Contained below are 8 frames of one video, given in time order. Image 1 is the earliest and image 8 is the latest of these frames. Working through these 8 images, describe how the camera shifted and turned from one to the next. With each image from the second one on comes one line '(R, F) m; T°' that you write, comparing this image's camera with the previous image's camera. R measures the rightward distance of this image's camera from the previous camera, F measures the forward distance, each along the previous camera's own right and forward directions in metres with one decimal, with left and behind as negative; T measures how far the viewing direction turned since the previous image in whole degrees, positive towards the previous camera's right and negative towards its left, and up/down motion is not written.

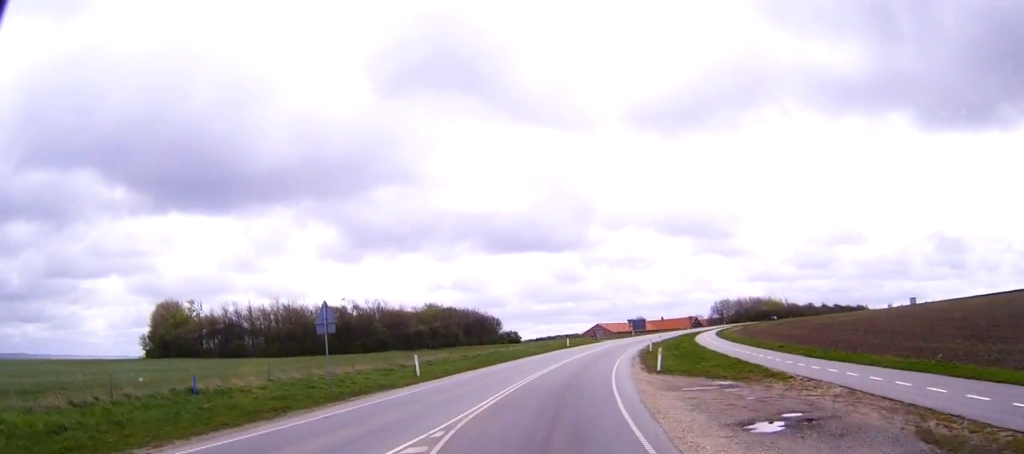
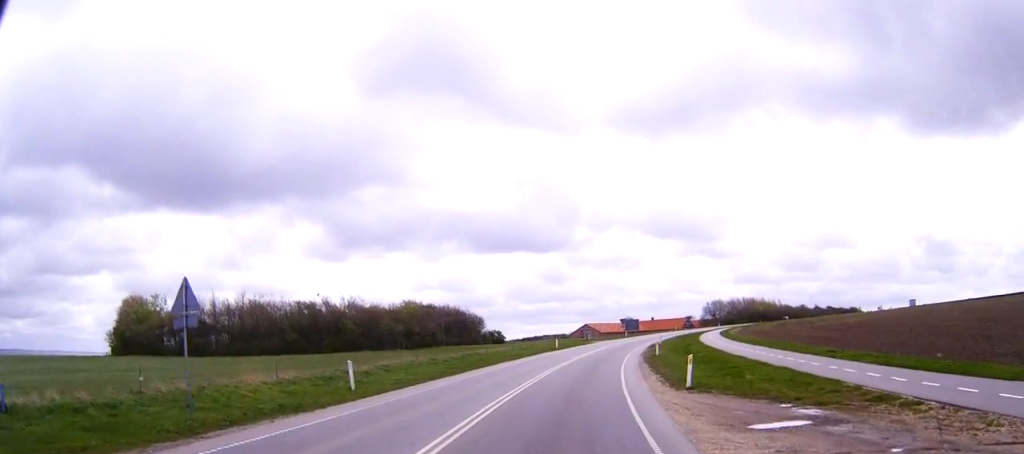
(+0.1, +8.9) m; +1°
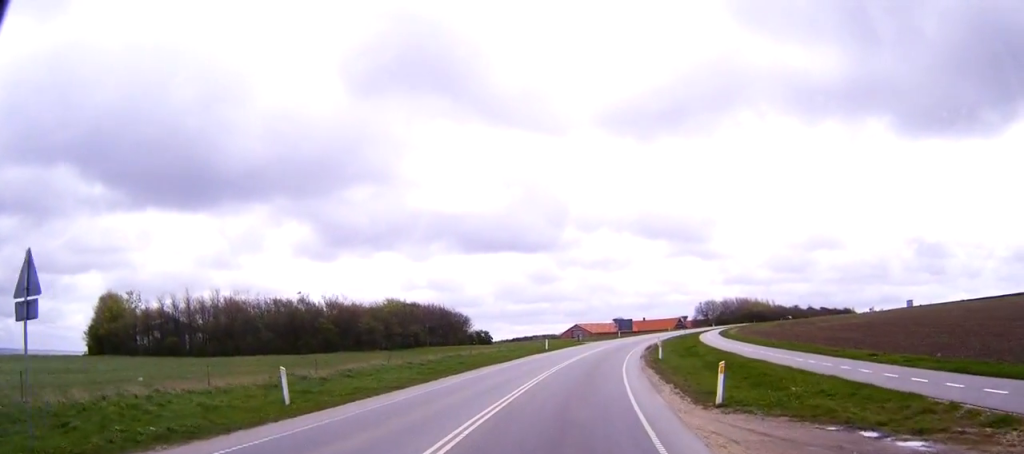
(0.0, +5.1) m; +1°
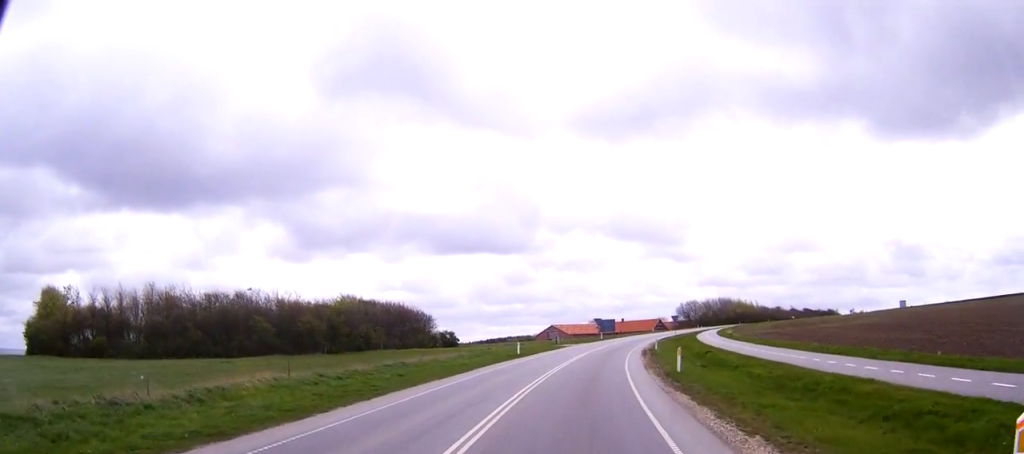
(+0.2, +12.1) m; +2°
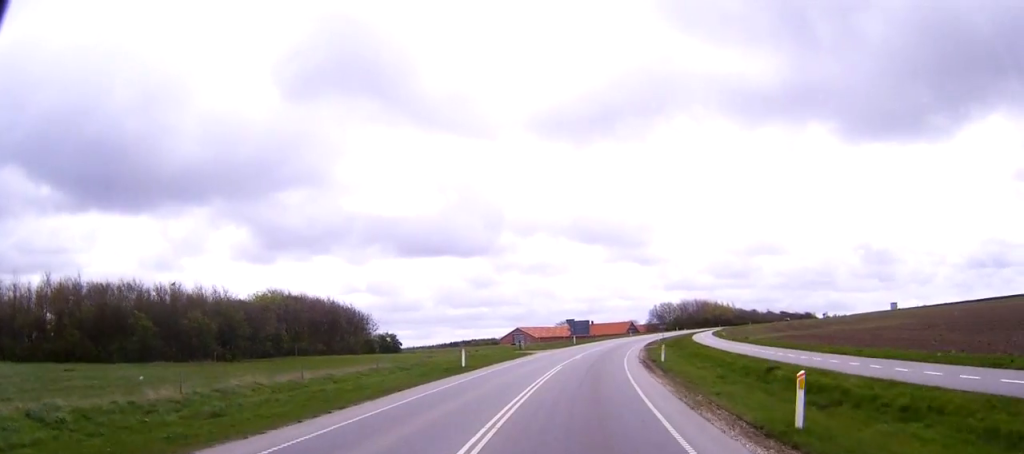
(+0.3, +16.2) m; +2°
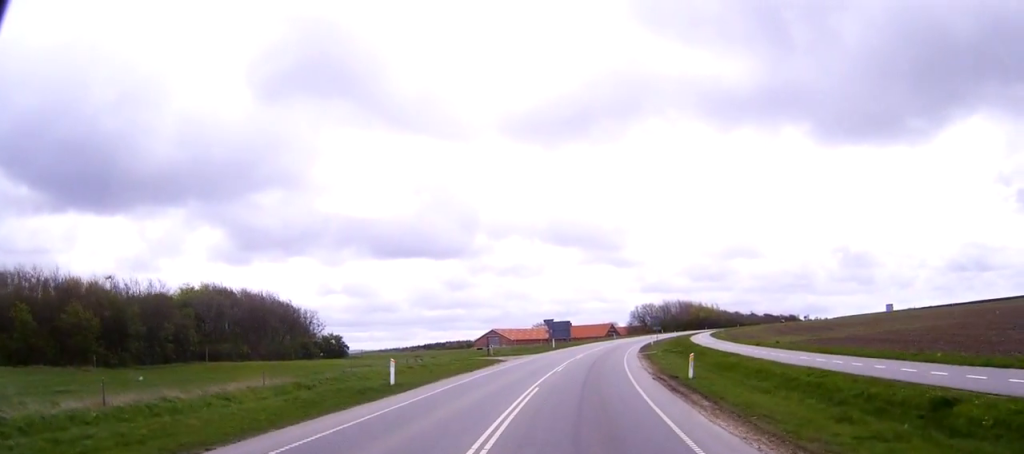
(+0.2, +12.3) m; +2°
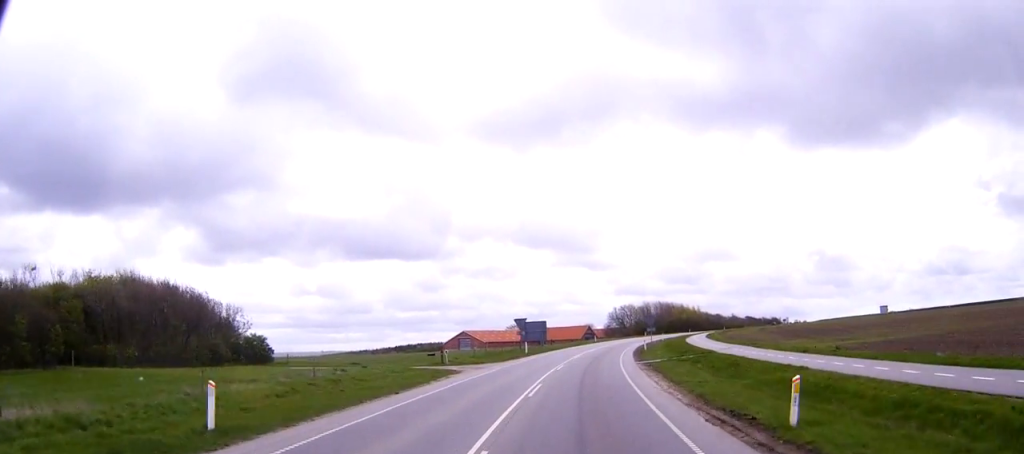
(+0.2, +12.7) m; +2°
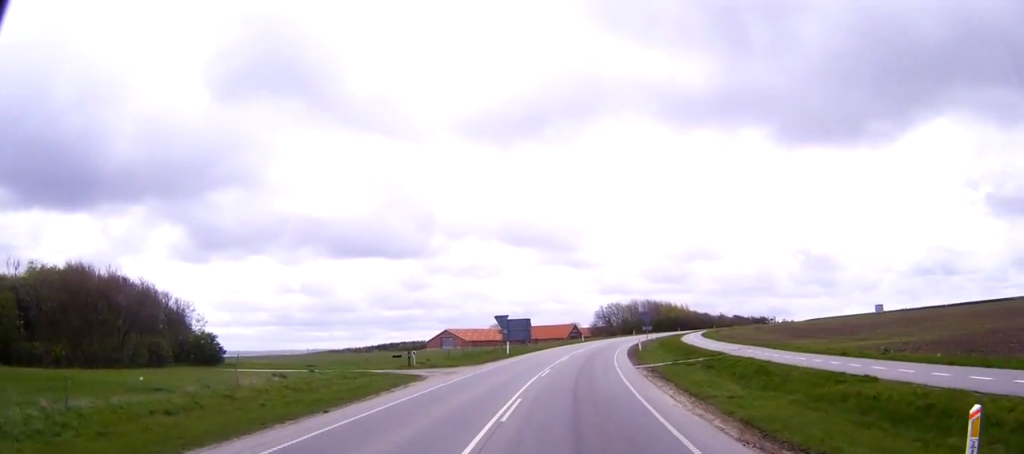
(+0.1, +6.1) m; +1°
